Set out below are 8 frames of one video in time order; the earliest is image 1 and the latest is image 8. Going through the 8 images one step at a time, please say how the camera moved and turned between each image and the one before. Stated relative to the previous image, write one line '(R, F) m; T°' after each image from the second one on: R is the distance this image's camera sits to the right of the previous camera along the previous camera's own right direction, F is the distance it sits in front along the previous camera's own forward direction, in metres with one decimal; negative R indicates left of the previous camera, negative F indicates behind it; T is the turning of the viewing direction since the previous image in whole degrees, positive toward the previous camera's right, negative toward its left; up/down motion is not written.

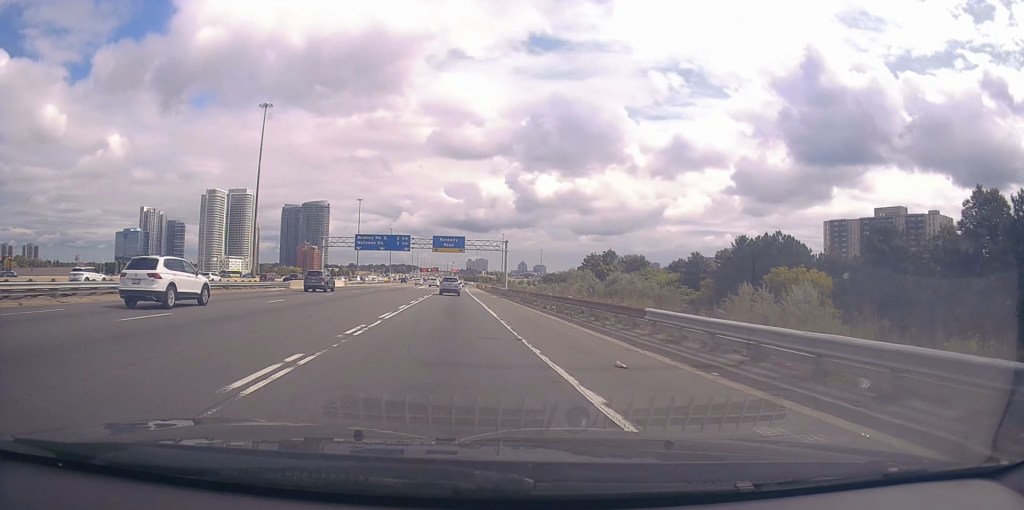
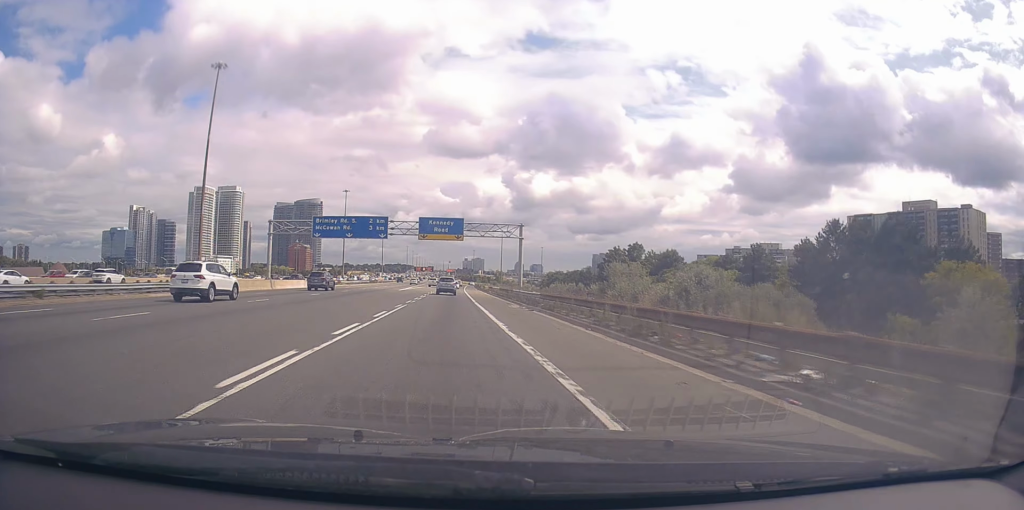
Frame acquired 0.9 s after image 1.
(-0.6, +23.9) m; -1°
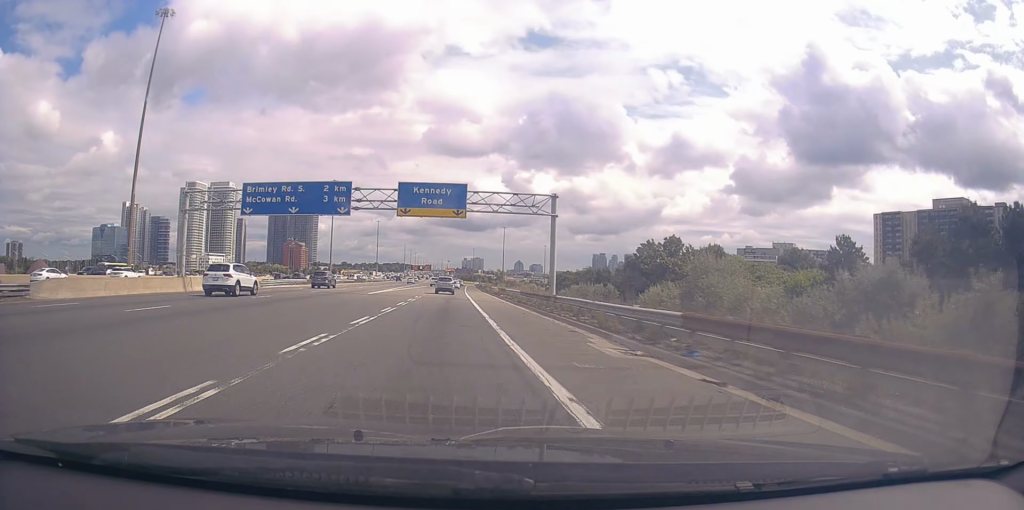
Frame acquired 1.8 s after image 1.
(0.0, +21.4) m; +2°
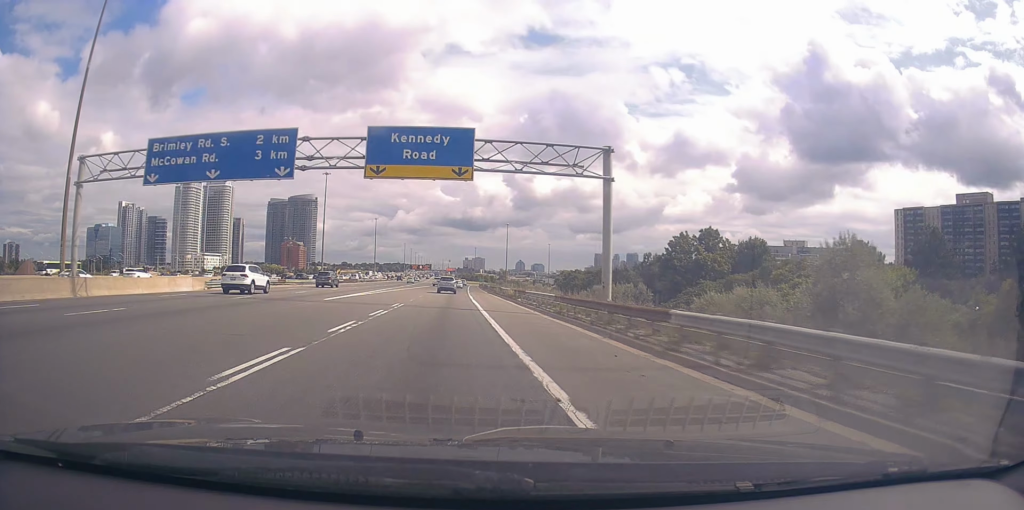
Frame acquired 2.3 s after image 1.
(+0.2, +14.5) m; +1°
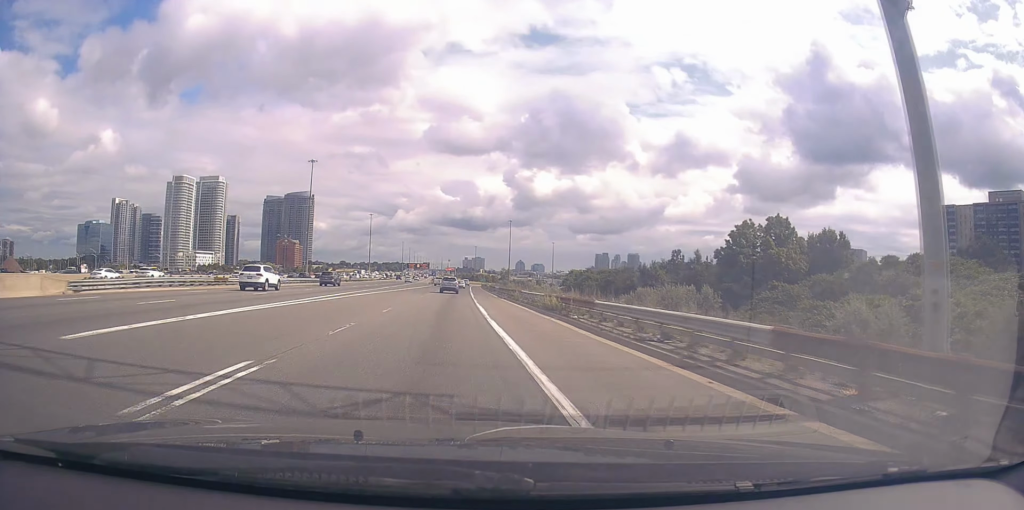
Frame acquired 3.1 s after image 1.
(+0.6, +19.6) m; 0°
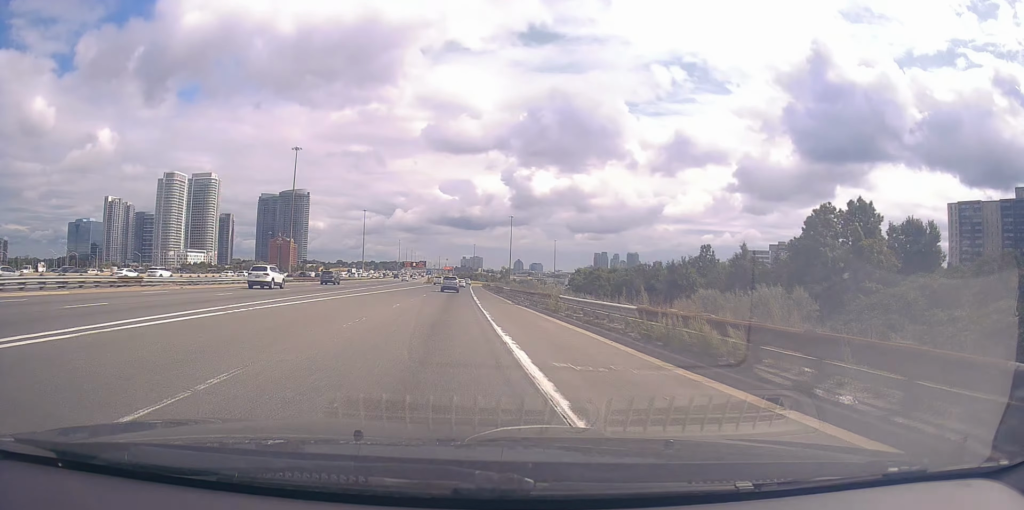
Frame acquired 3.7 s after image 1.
(-0.7, +16.2) m; -1°
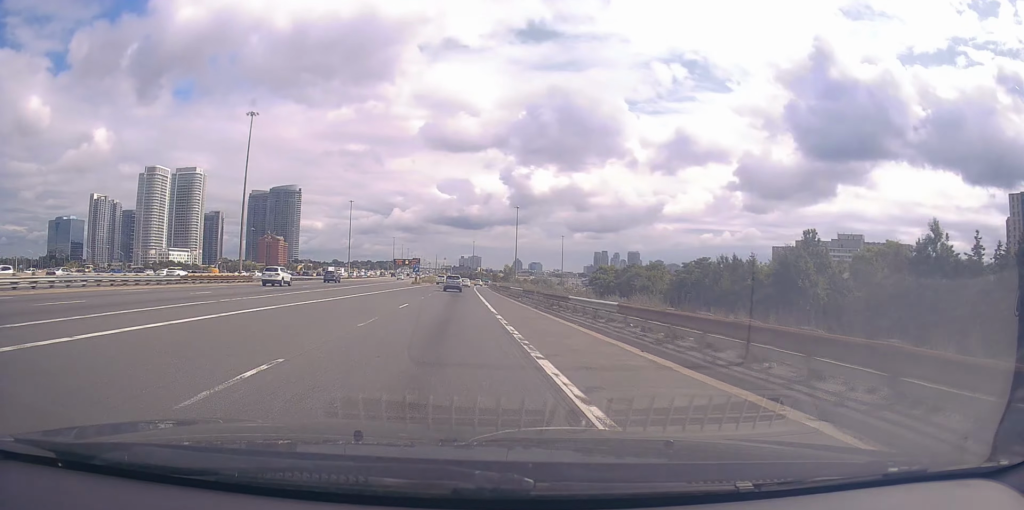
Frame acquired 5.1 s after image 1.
(+0.3, +35.8) m; +1°
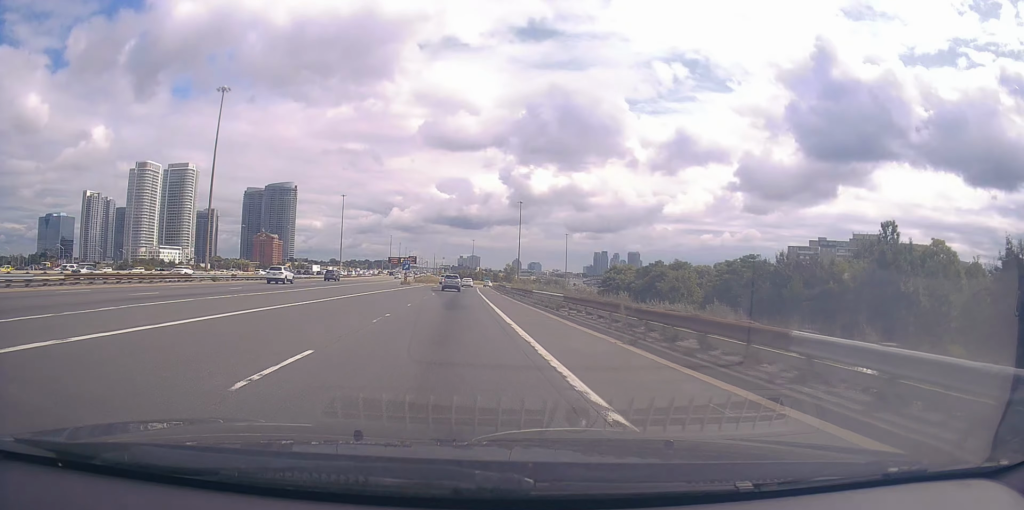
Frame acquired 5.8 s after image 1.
(0.0, +17.0) m; 0°
